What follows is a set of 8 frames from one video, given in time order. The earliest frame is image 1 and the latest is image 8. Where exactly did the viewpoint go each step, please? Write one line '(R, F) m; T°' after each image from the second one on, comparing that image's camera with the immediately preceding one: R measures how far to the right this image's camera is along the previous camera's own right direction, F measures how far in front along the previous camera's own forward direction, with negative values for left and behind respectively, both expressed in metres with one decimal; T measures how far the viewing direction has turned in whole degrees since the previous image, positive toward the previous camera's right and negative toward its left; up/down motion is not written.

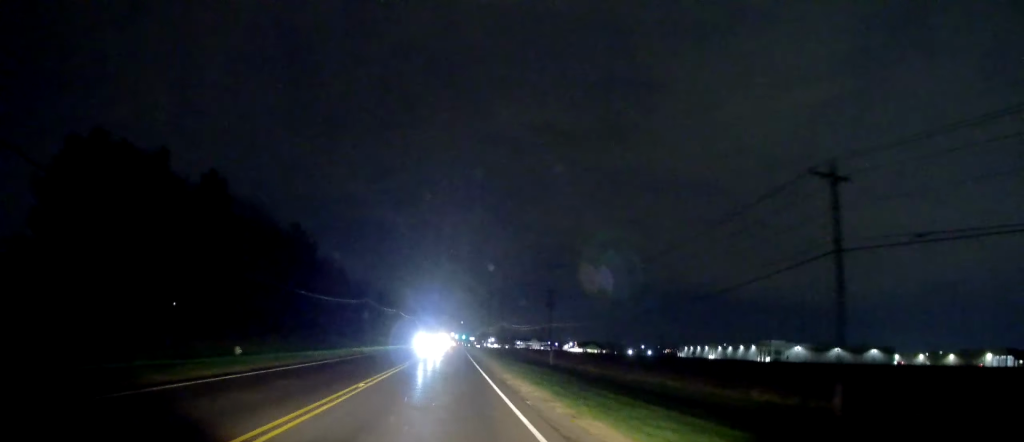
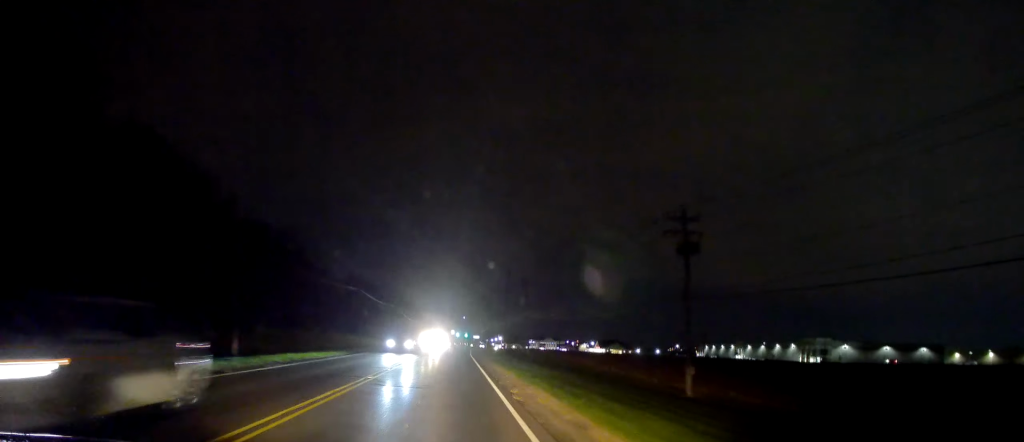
(-1.2, +48.2) m; -1°
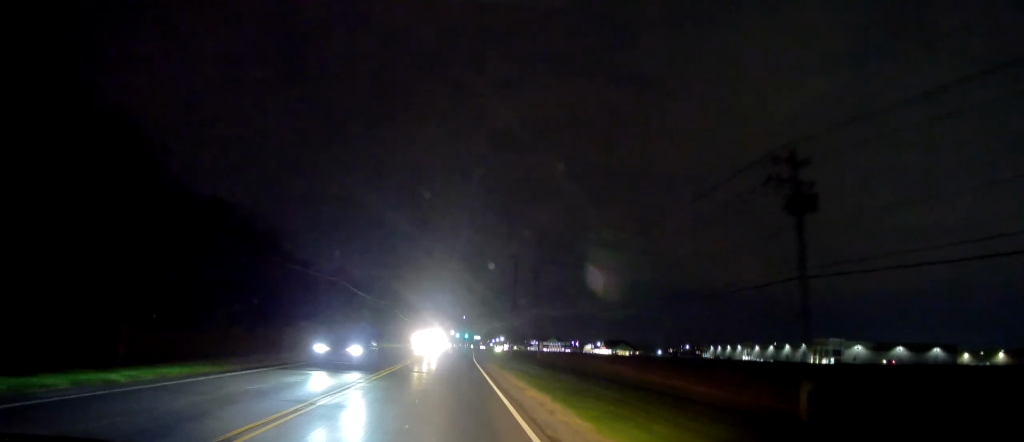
(+0.2, +11.9) m; +1°
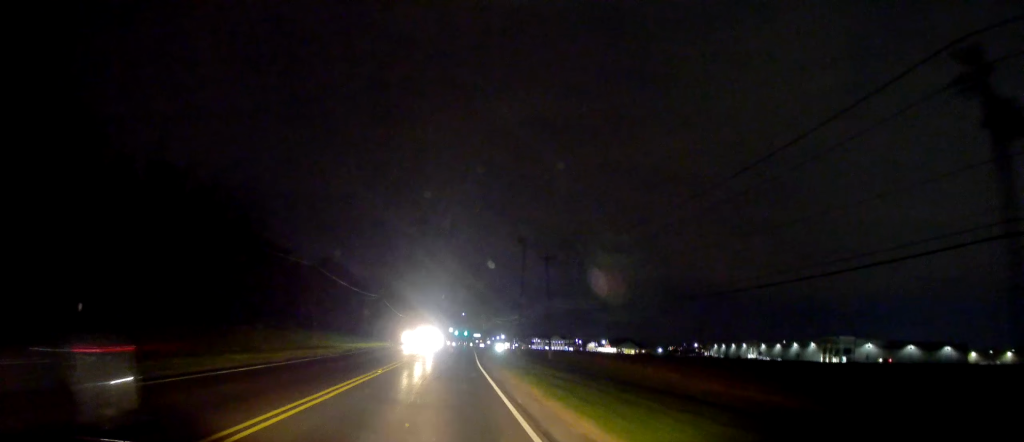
(0.0, +11.2) m; 0°
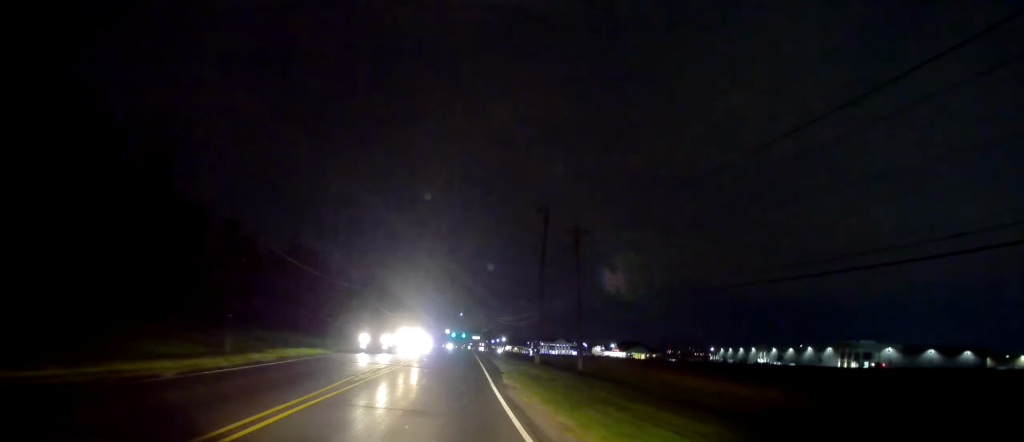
(0.0, +18.5) m; 0°
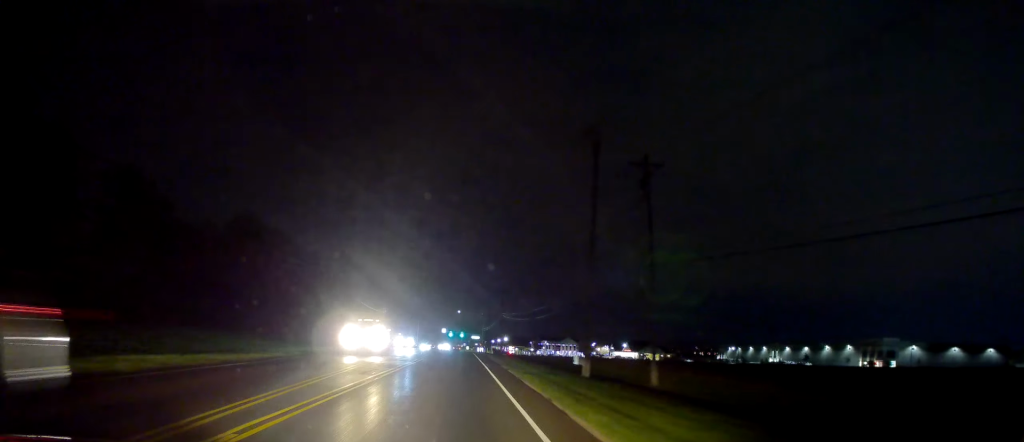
(0.0, +19.9) m; 0°
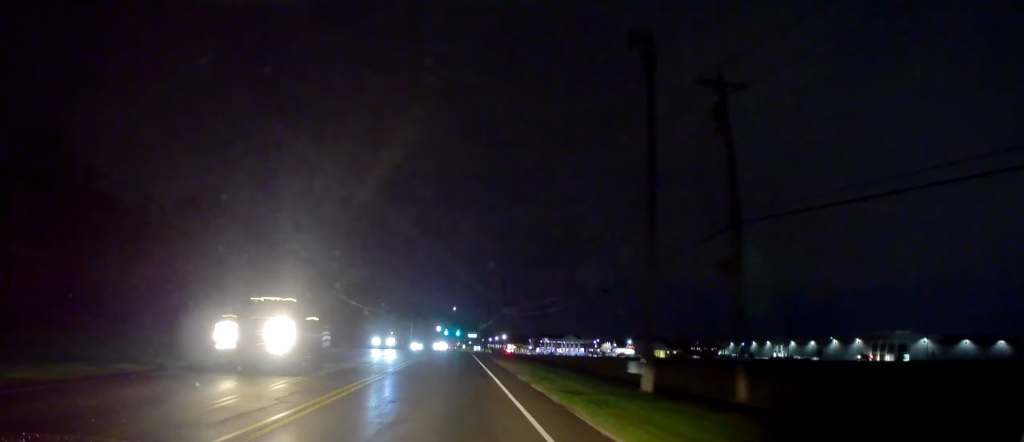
(0.0, +10.6) m; 0°
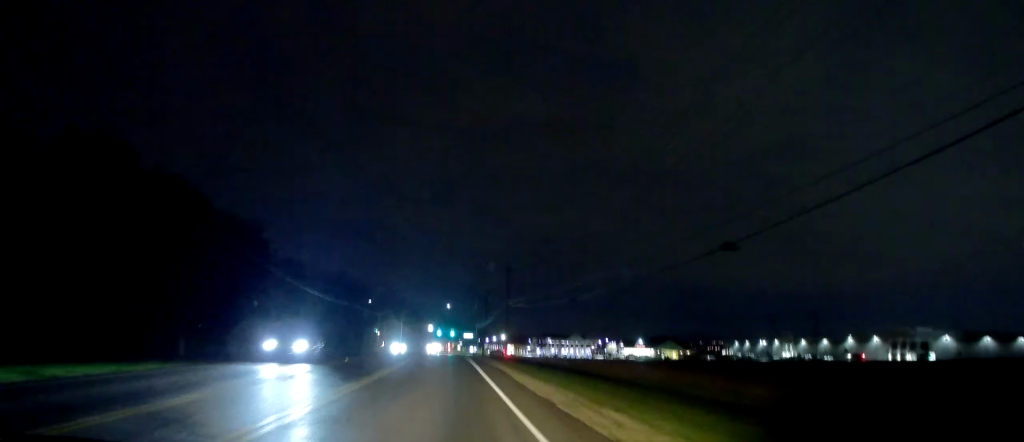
(0.0, +17.9) m; 0°
